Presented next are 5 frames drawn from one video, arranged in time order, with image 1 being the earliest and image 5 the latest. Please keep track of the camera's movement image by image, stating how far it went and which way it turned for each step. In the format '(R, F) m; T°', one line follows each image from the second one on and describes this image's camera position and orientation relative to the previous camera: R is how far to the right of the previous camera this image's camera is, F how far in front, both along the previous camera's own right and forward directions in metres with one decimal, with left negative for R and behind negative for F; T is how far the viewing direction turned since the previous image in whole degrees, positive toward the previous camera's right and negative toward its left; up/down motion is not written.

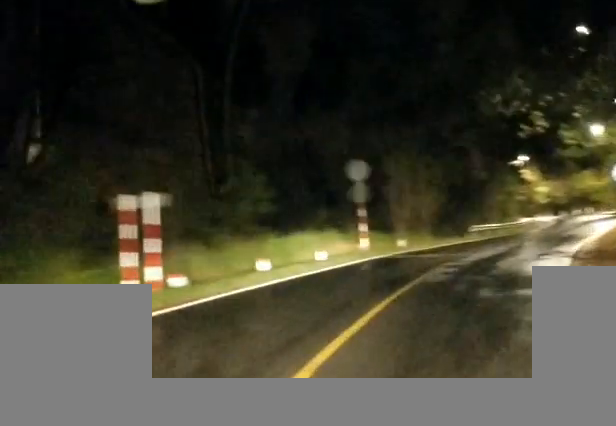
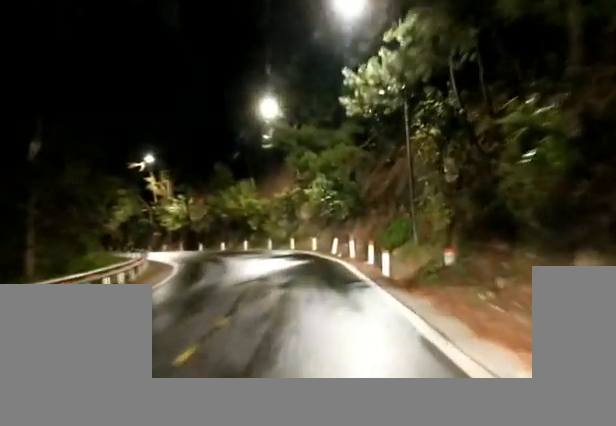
(+17.0, +31.6) m; +43°
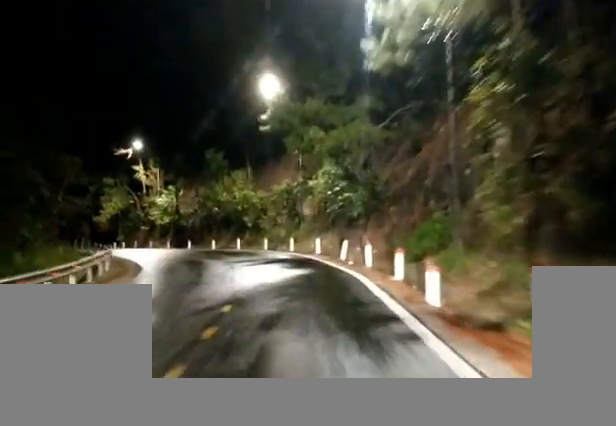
(0.0, +7.0) m; +1°
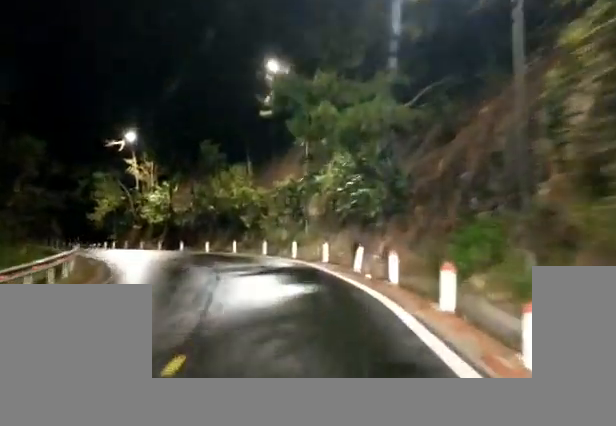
(-0.1, +5.5) m; +2°
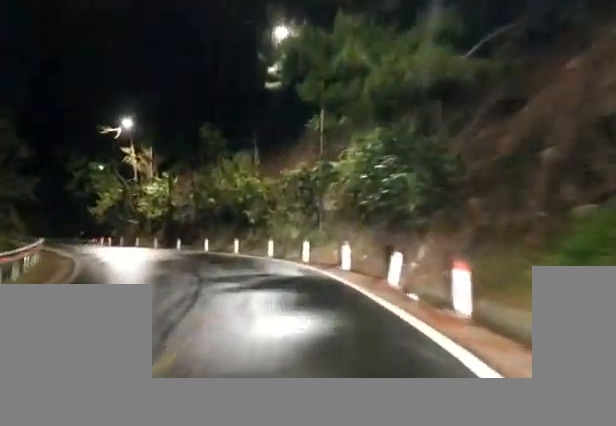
(+0.3, +5.7) m; -4°
